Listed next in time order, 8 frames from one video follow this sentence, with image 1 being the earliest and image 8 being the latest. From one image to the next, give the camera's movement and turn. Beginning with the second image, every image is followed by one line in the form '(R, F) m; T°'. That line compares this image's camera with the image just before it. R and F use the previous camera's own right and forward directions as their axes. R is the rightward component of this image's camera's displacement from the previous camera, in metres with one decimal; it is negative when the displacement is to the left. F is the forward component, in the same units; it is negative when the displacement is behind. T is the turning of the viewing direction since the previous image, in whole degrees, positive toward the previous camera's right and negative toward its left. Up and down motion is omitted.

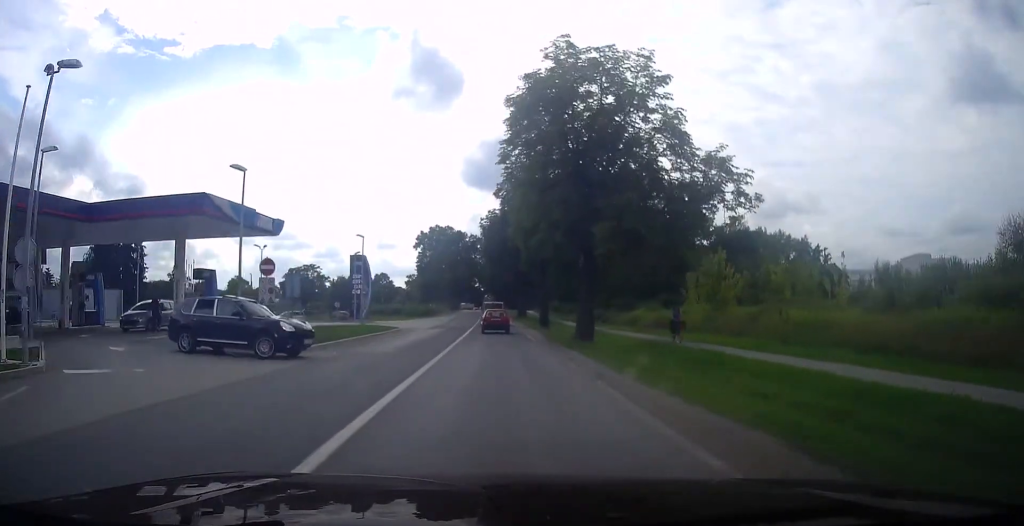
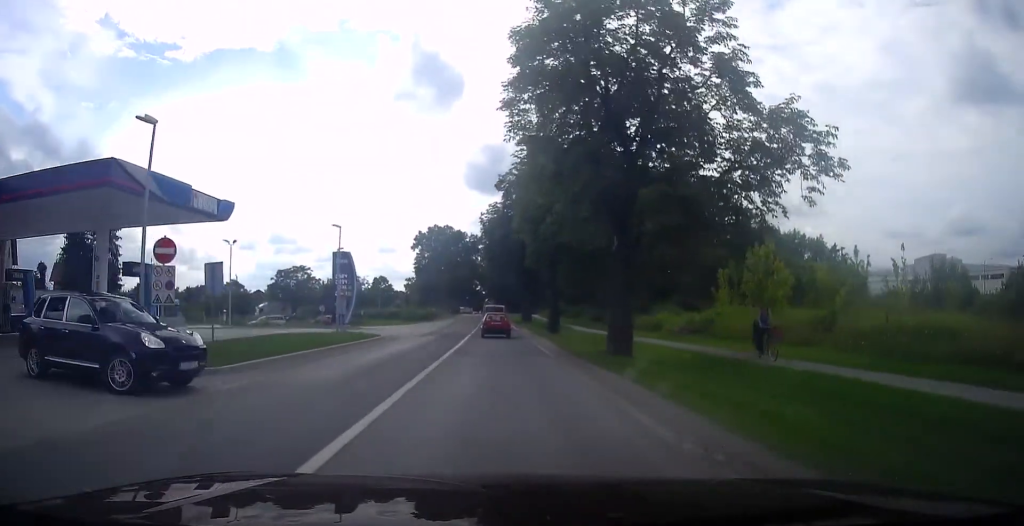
(-0.2, +6.6) m; 0°
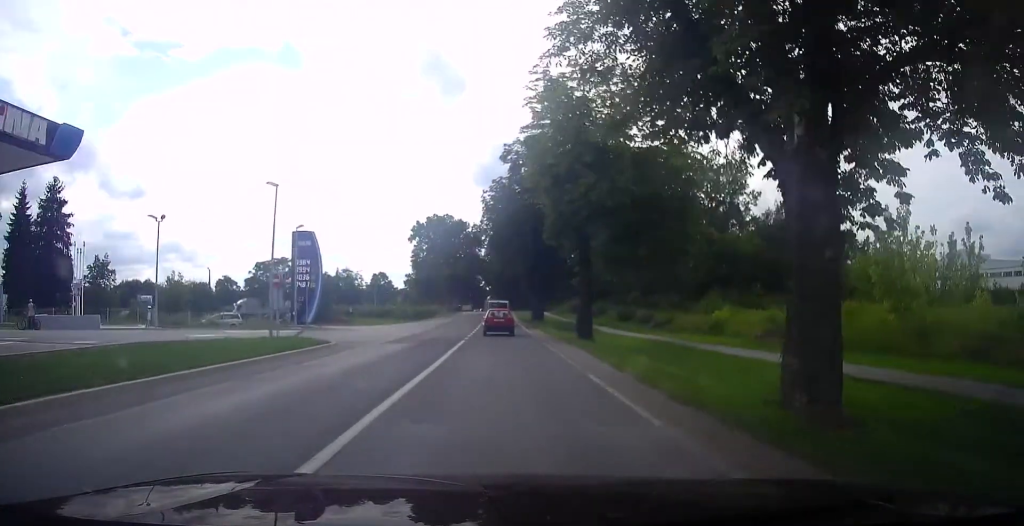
(+0.2, +11.3) m; +3°
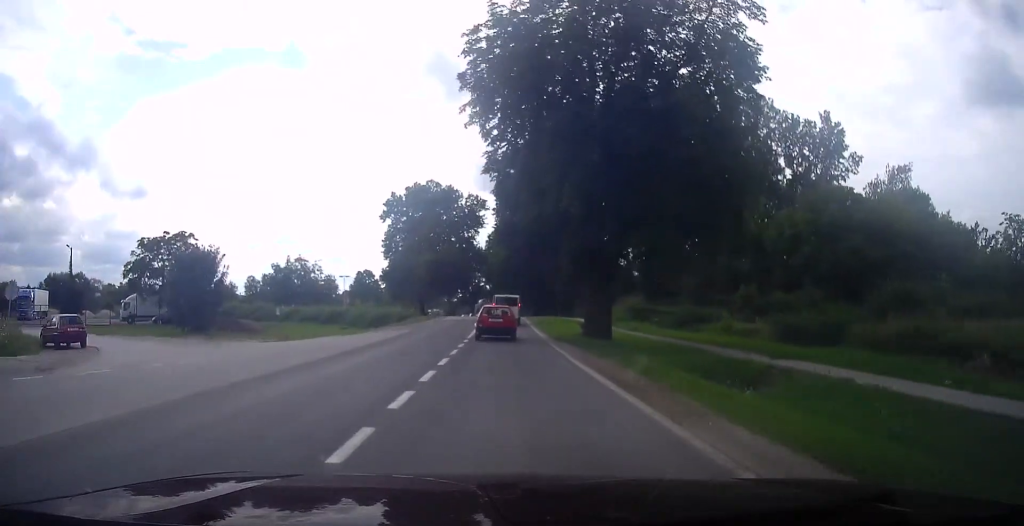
(-0.1, +32.7) m; -3°
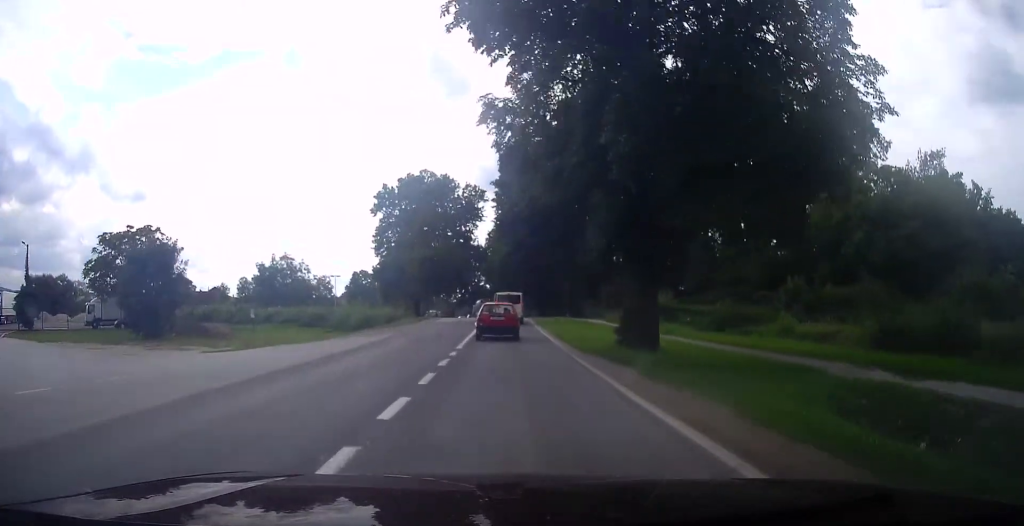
(-0.2, +7.0) m; 0°
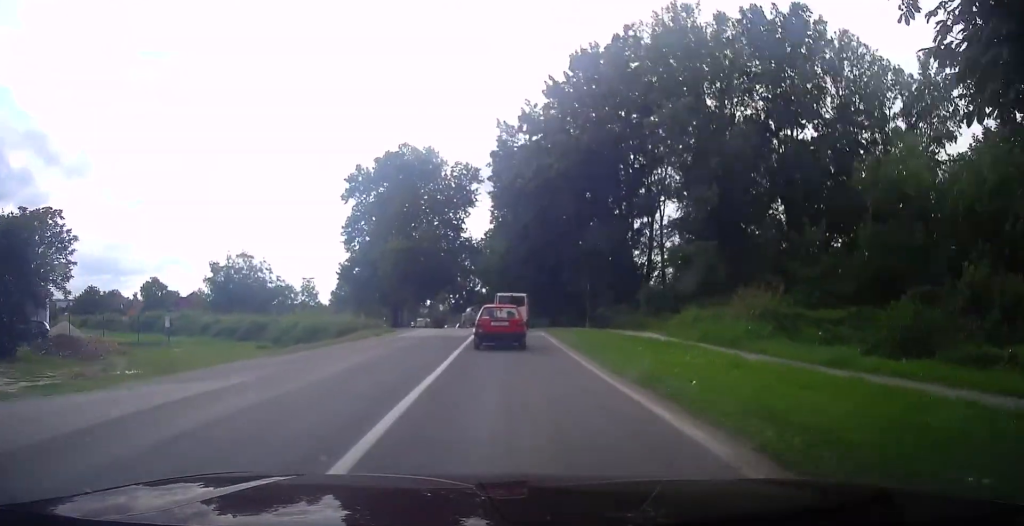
(+0.4, +15.4) m; +3°
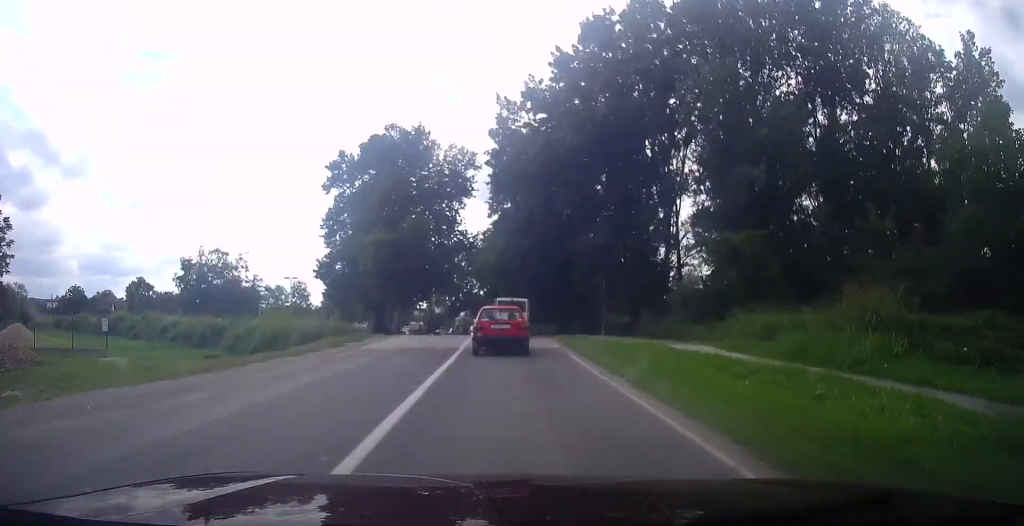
(+0.1, +7.7) m; 0°
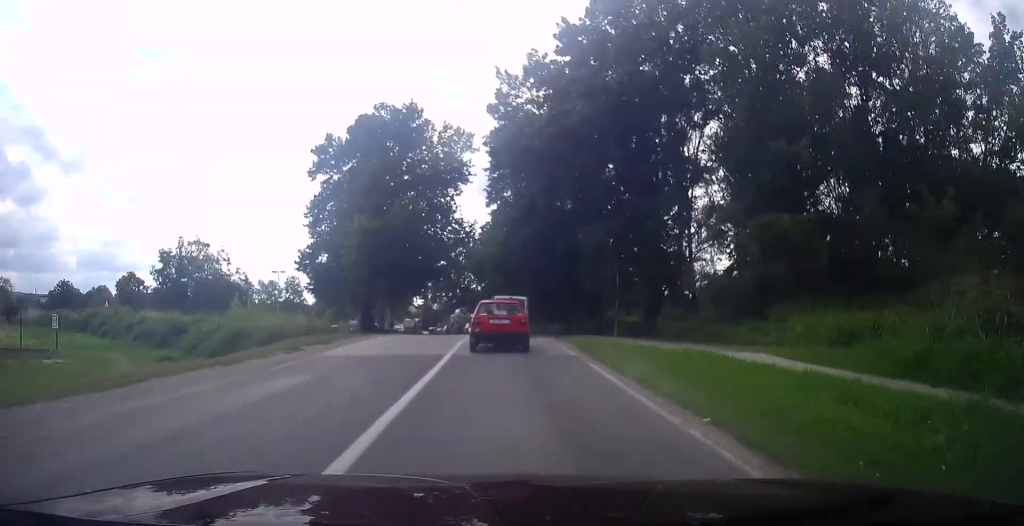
(0.0, +4.9) m; 0°
